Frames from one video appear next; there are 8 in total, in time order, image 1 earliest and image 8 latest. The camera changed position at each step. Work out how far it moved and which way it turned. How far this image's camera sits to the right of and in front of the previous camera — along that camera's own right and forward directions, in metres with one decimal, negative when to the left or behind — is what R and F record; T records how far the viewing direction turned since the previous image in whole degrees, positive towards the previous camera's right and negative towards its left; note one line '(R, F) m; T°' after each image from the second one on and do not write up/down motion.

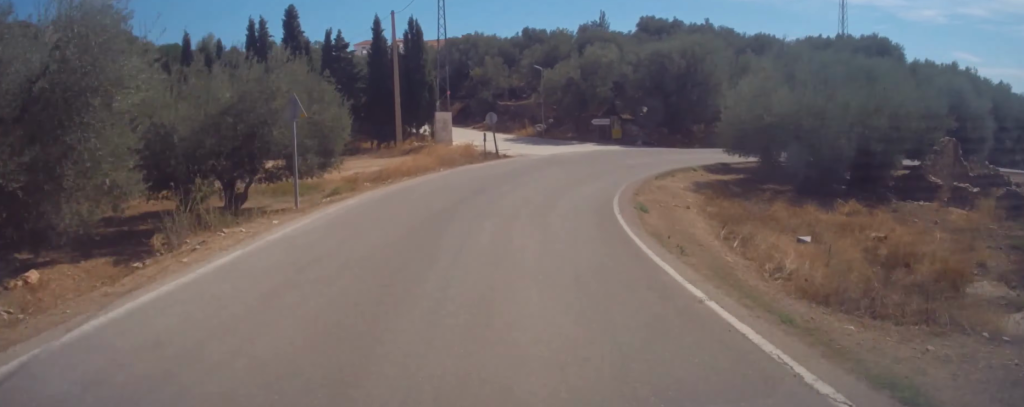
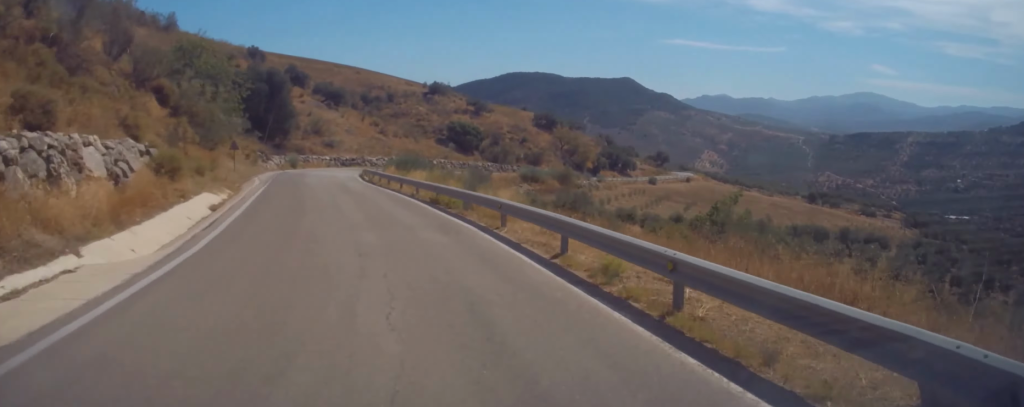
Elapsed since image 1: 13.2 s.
(+19.2, +160.2) m; -2°
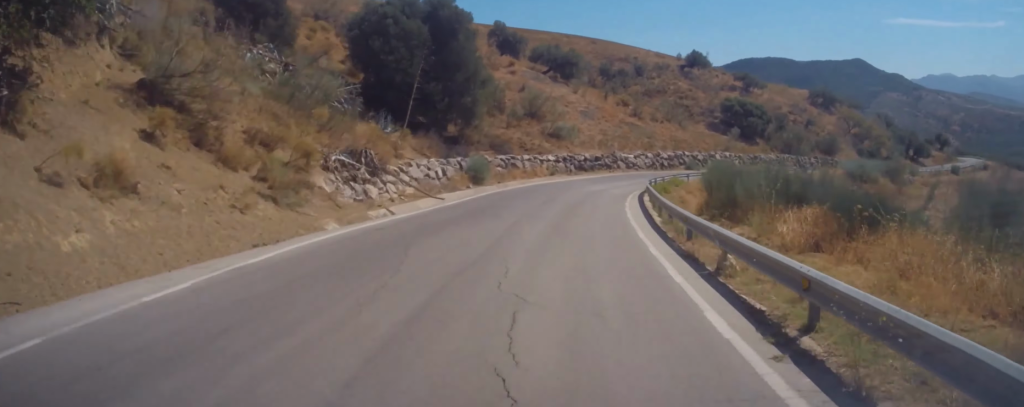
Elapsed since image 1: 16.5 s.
(-13.4, +45.8) m; 0°
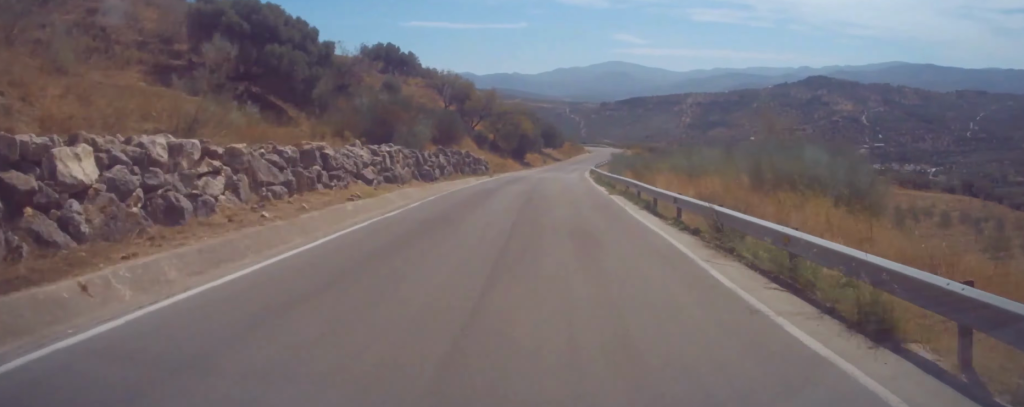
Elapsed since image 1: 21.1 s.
(+8.9, +73.2) m; +2°
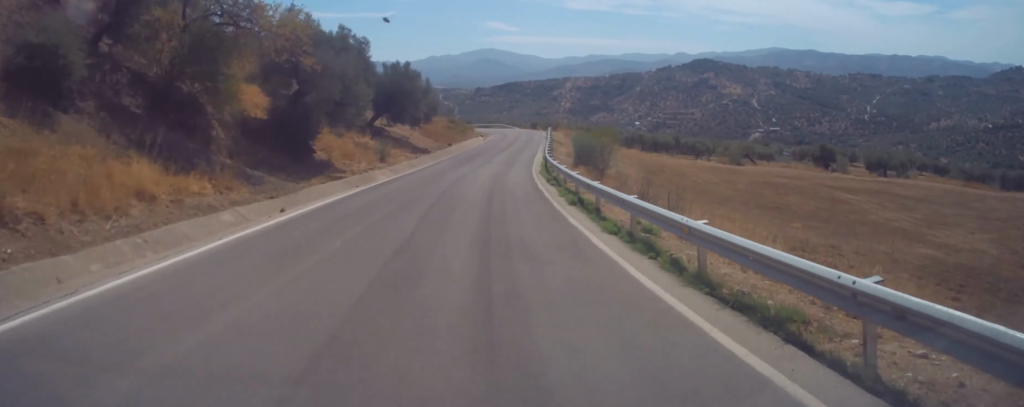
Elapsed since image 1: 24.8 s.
(+13.1, +59.6) m; +2°
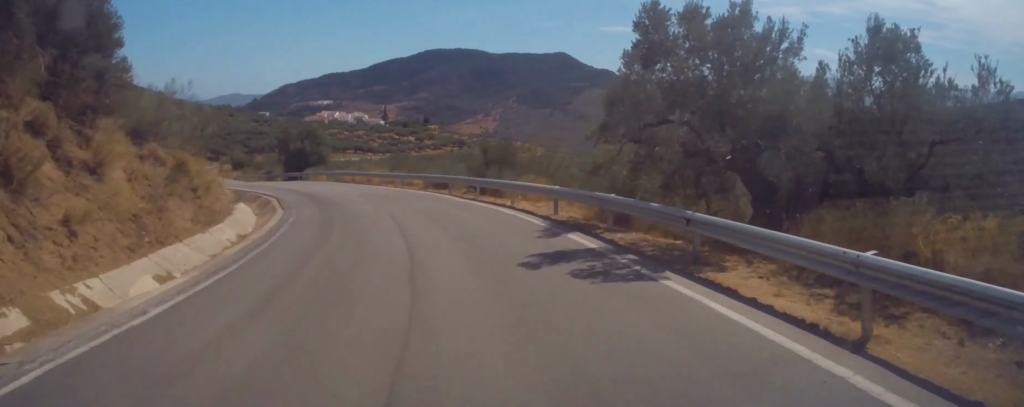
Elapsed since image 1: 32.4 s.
(-28.1, +130.9) m; -24°
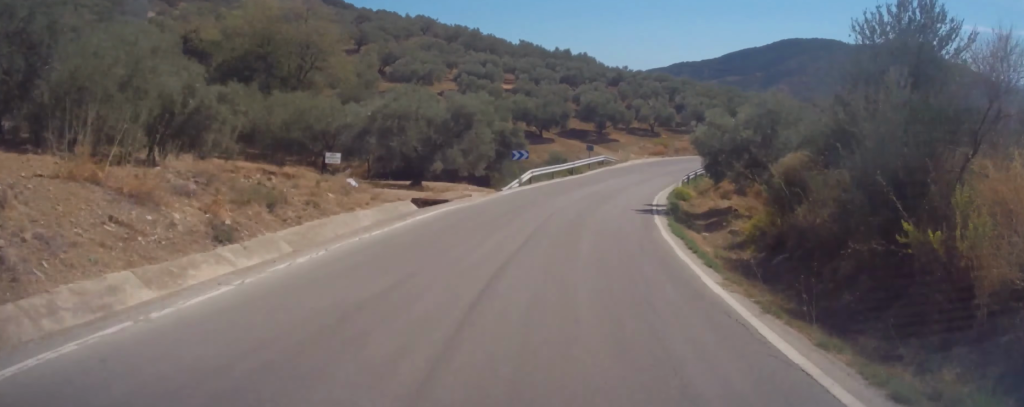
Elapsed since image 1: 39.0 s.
(-28.1, +116.0) m; +5°
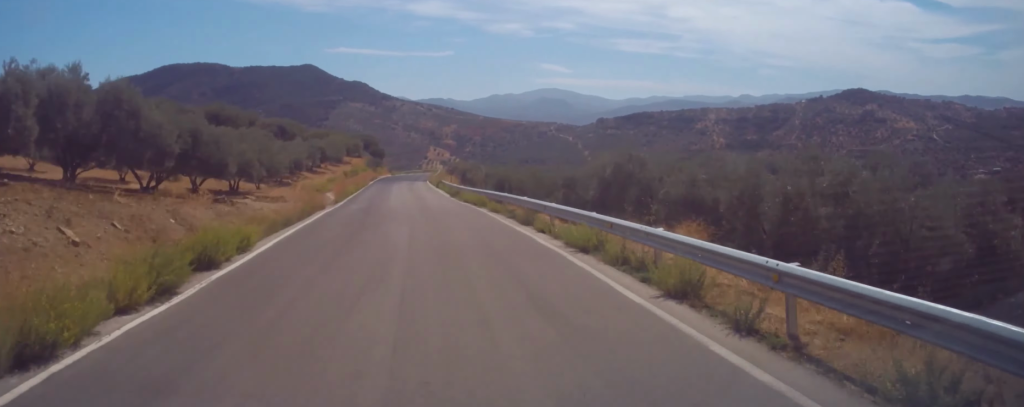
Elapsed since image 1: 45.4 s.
(+37.5, +107.7) m; +16°
